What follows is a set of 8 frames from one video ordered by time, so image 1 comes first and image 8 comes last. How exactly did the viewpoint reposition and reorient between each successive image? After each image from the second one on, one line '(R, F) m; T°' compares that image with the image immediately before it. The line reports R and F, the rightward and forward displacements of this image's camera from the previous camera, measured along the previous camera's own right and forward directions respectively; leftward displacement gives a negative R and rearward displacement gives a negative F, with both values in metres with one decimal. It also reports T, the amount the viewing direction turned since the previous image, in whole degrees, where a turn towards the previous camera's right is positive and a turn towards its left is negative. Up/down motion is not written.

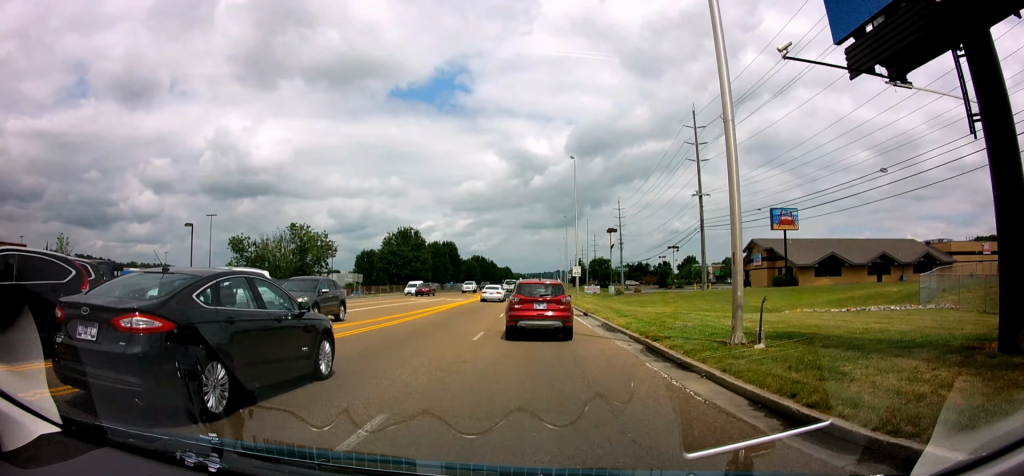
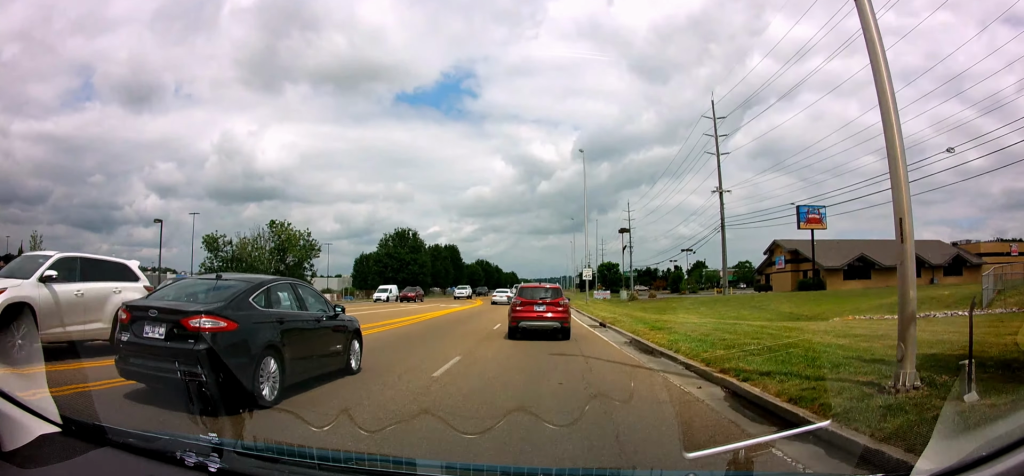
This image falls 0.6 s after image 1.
(0.0, +5.7) m; -1°
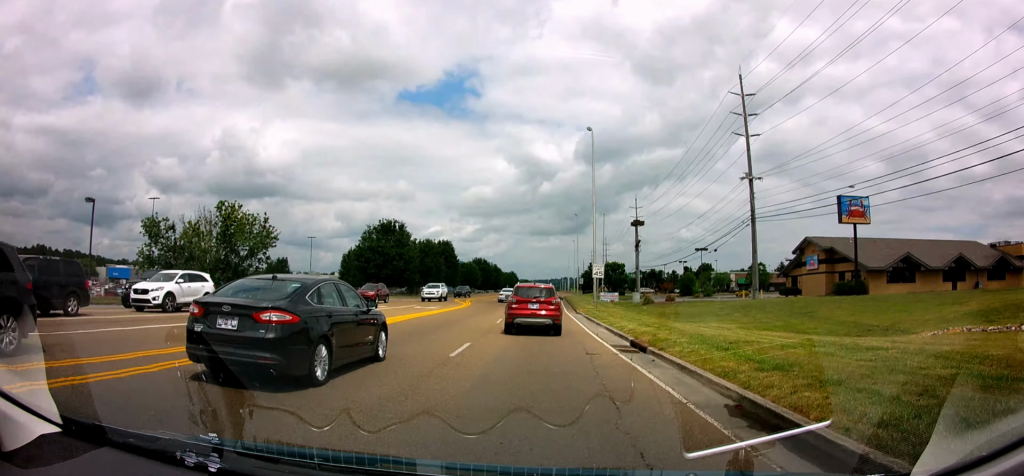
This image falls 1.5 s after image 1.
(-0.2, +9.0) m; +1°
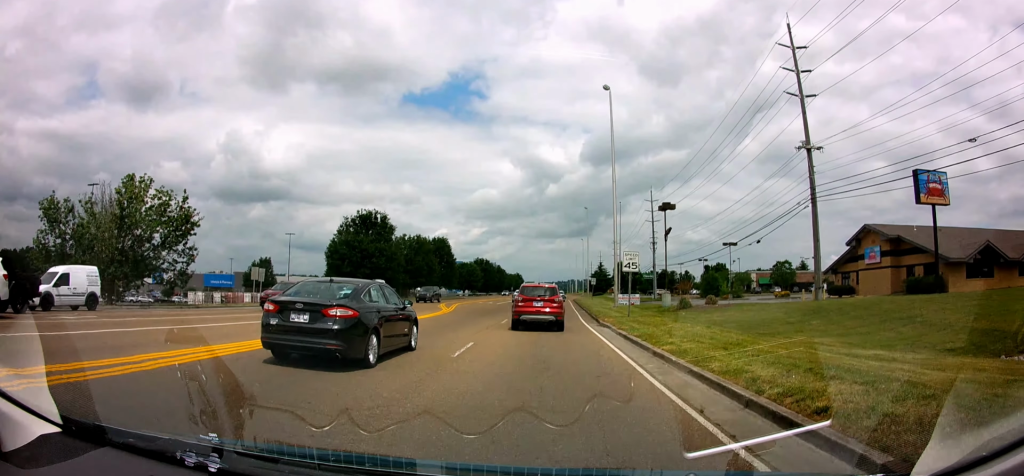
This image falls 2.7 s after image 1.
(+0.5, +11.9) m; +4°
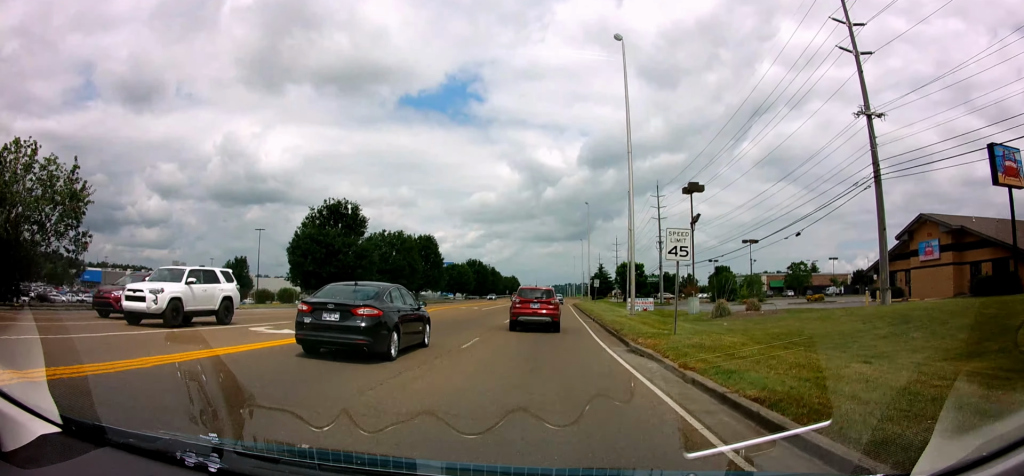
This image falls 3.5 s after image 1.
(+0.2, +9.5) m; -2°
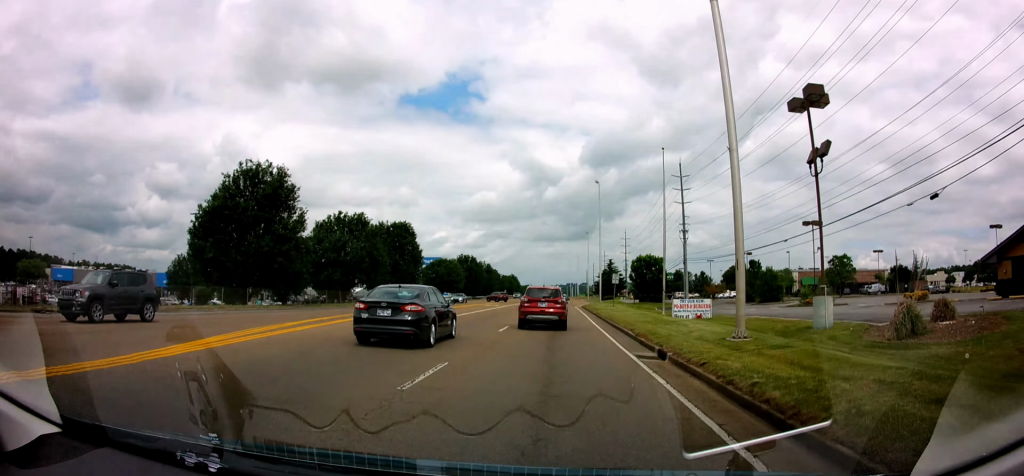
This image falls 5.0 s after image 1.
(-1.2, +18.3) m; -3°
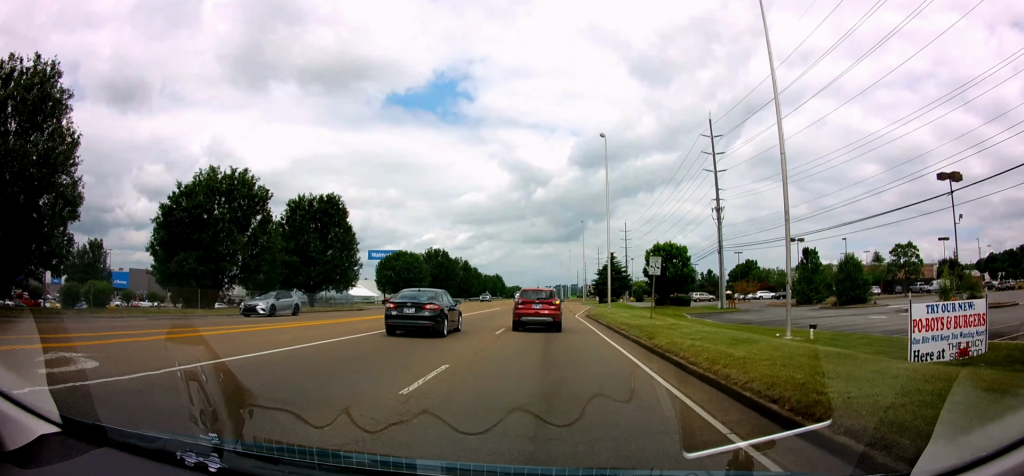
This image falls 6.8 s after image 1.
(+1.2, +23.6) m; +4°
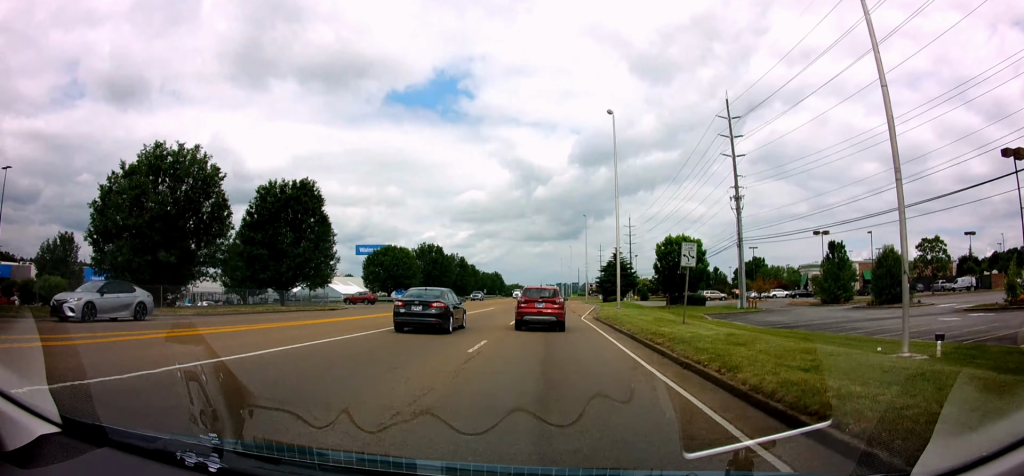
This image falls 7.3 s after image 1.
(+0.1, +6.3) m; 0°
